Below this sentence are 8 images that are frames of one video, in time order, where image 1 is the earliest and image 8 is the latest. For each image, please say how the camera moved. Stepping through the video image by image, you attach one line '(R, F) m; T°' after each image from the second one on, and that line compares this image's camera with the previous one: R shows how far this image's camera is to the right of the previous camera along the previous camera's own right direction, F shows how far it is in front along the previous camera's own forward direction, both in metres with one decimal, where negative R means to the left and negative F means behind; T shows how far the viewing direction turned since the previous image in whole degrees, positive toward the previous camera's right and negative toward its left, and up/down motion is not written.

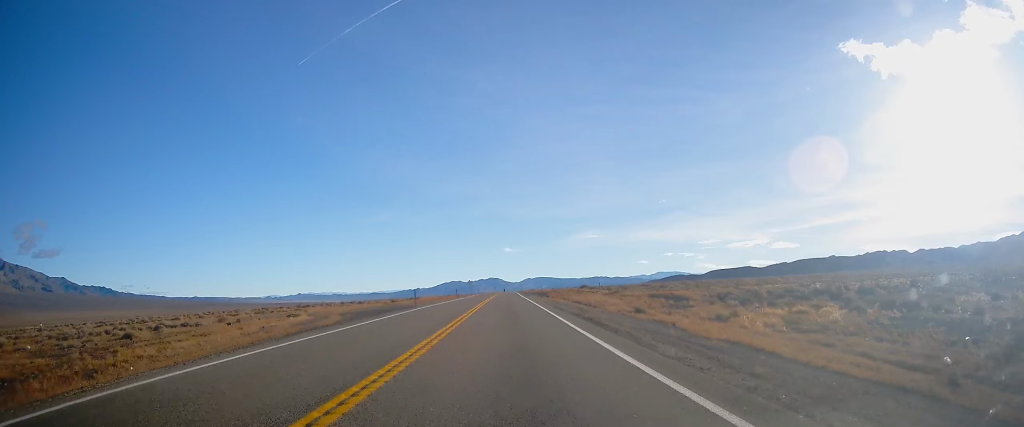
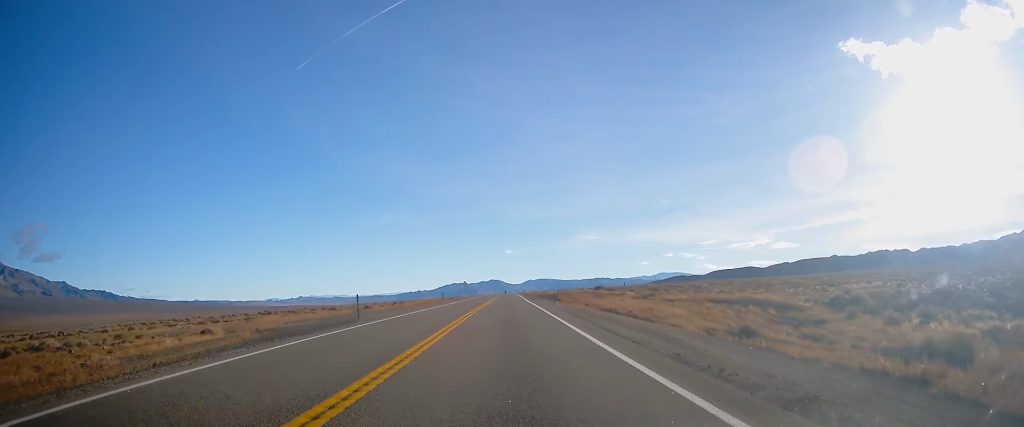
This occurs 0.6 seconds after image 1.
(-0.3, +17.8) m; 0°
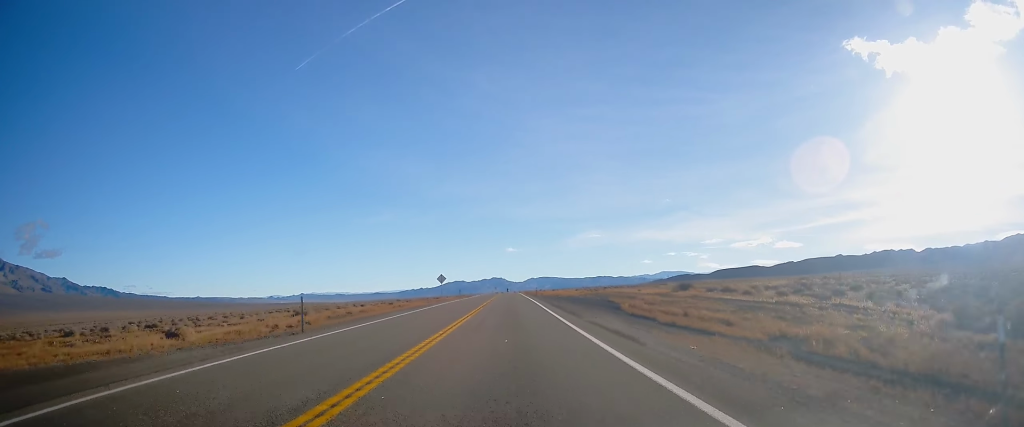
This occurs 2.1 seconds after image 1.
(+0.6, +45.0) m; +1°
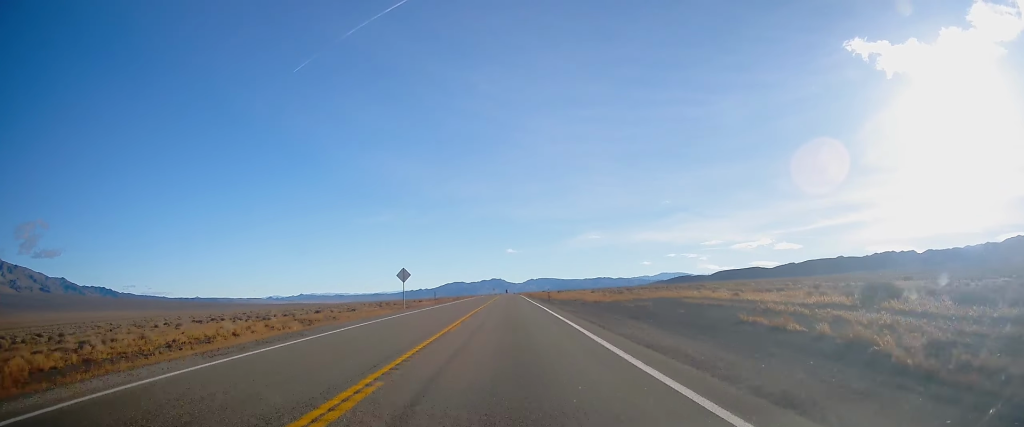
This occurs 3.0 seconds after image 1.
(0.0, +27.2) m; 0°
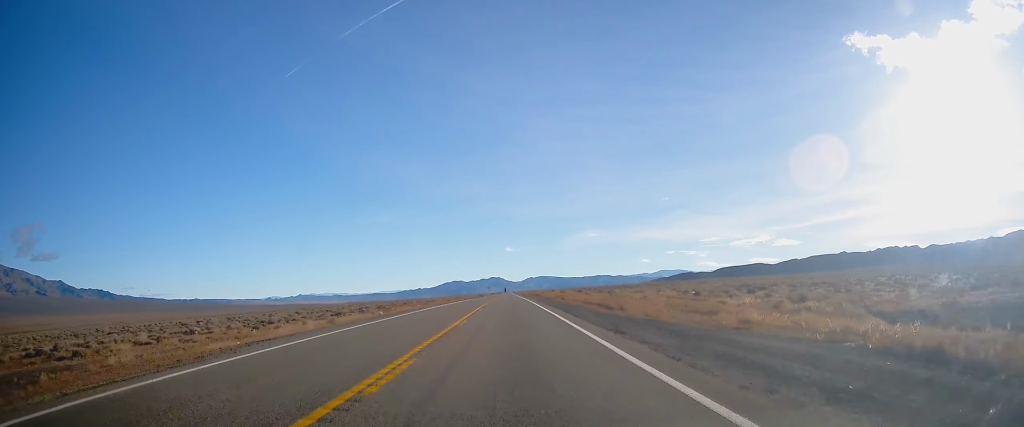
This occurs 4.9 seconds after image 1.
(-0.8, +58.5) m; -1°
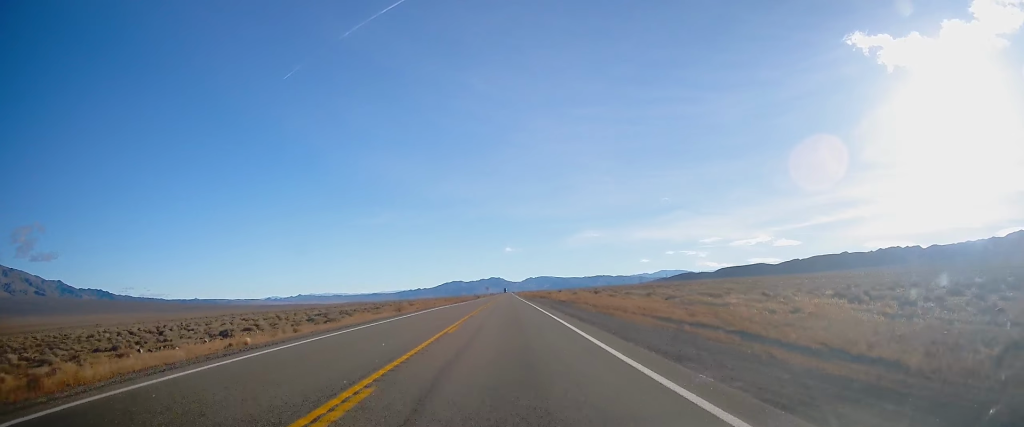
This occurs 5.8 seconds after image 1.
(+0.4, +27.0) m; 0°
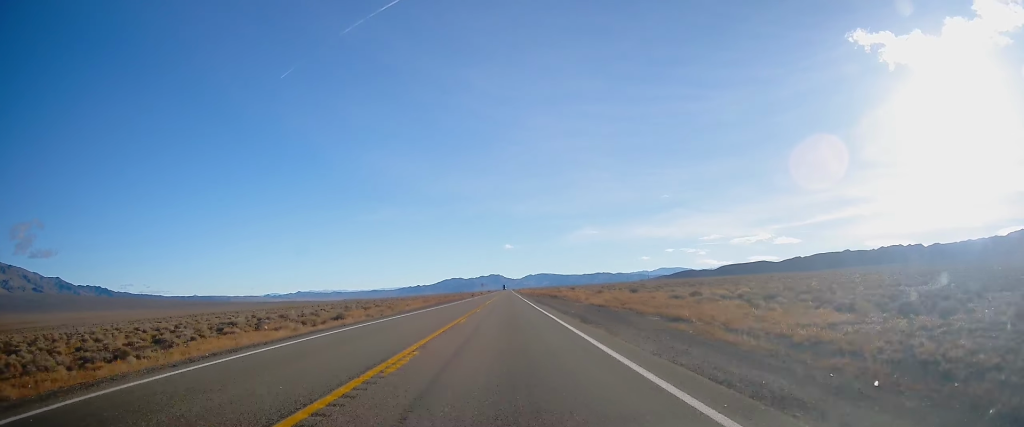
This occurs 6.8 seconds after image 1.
(-0.3, +32.7) m; 0°
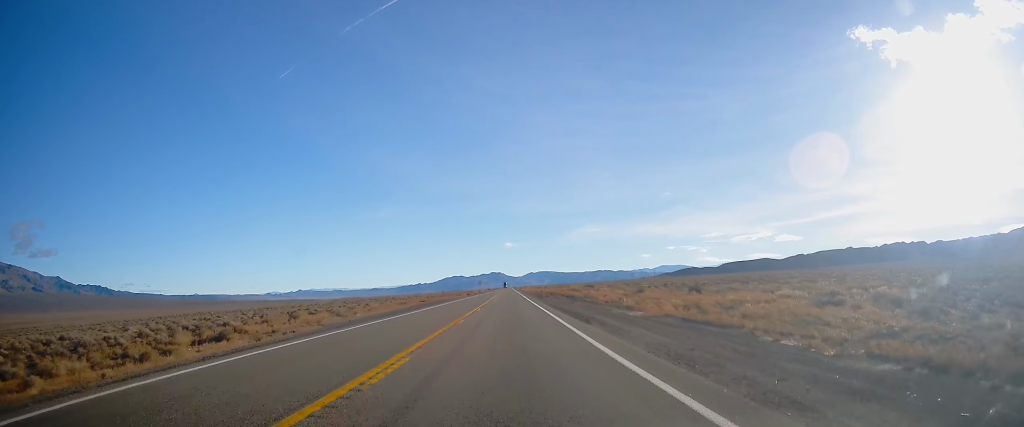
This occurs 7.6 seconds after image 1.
(+0.1, +25.1) m; 0°
